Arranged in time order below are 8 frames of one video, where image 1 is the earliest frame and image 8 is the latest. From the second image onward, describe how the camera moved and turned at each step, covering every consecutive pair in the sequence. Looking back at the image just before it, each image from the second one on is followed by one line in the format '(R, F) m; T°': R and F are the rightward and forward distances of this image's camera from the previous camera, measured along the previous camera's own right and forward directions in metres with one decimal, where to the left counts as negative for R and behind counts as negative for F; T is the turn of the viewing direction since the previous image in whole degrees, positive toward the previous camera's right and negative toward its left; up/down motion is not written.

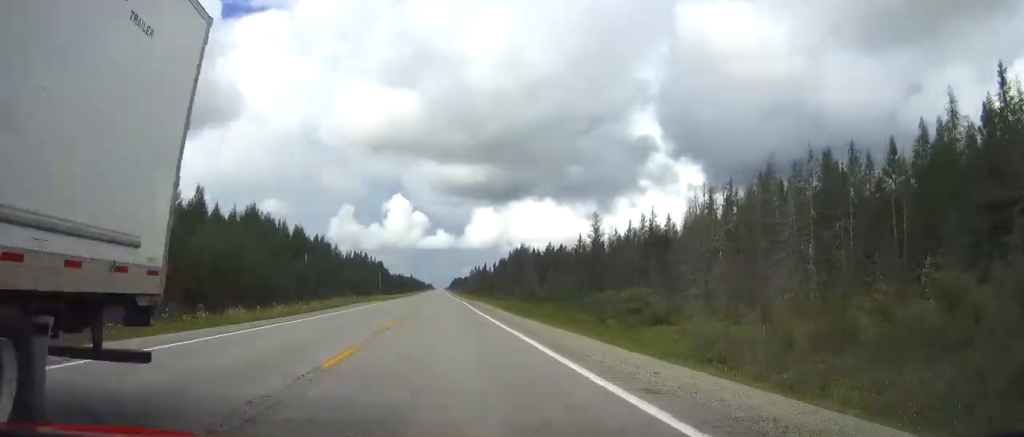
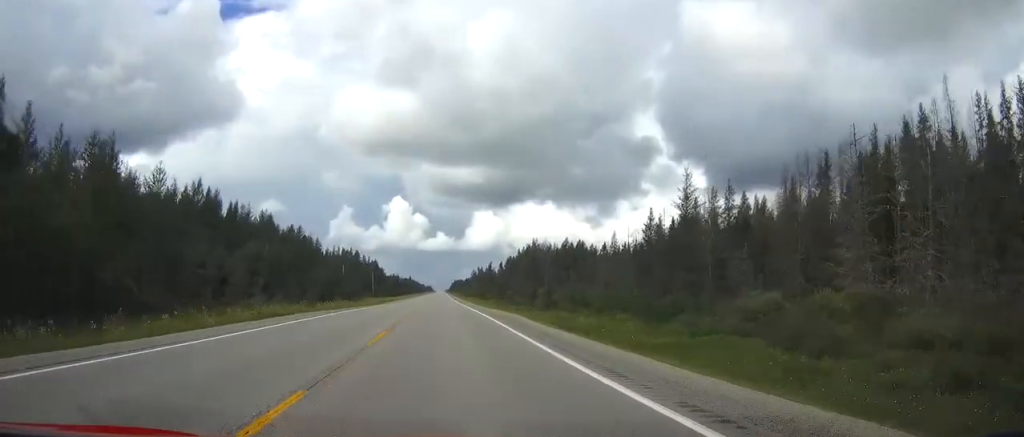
(0.0, +33.9) m; 0°
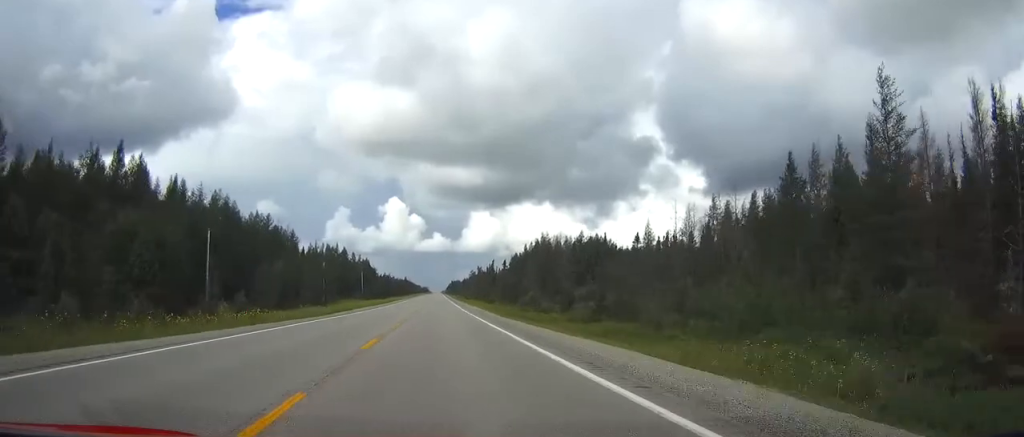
(0.0, +28.7) m; 0°
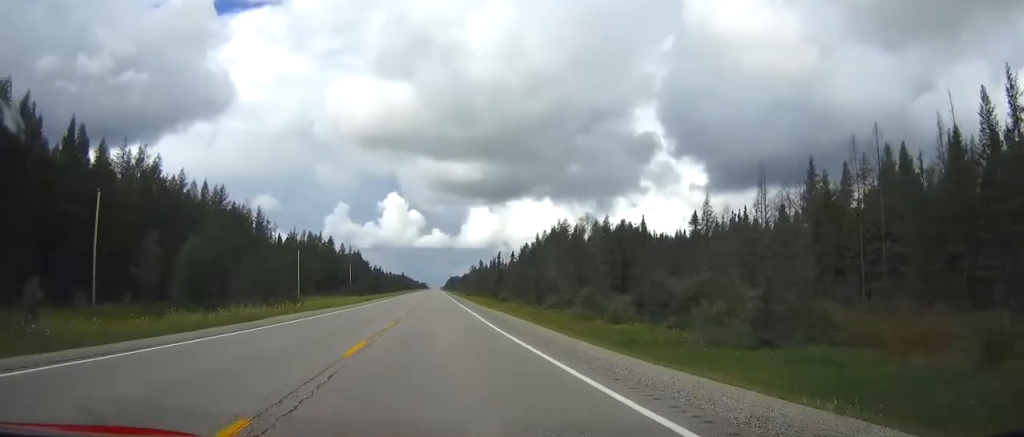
(0.0, +30.7) m; 0°
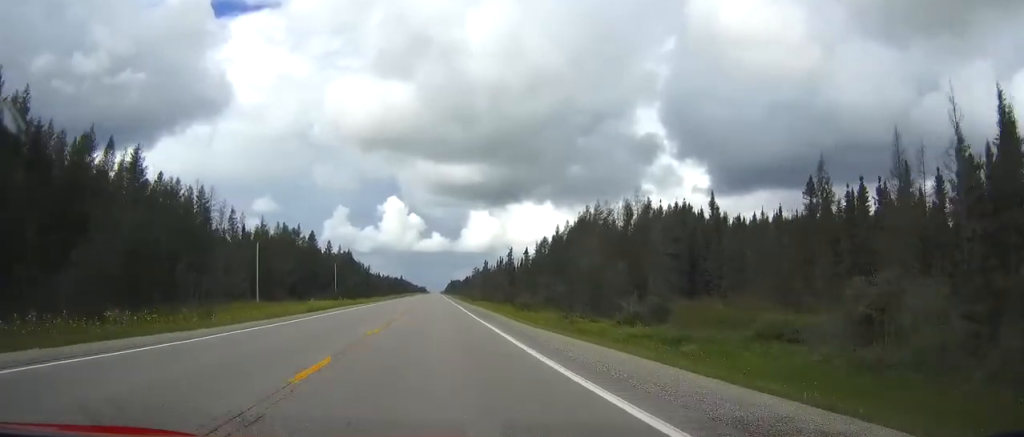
(0.0, +33.7) m; 0°
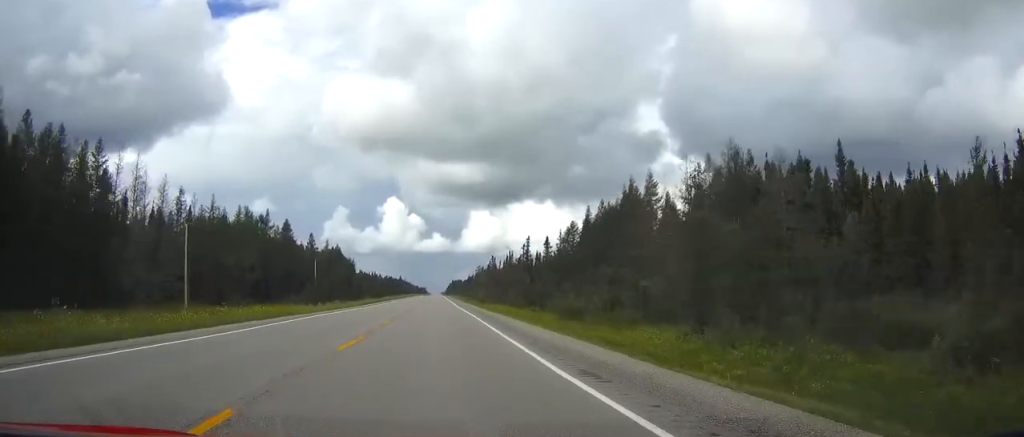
(0.0, +33.6) m; 0°
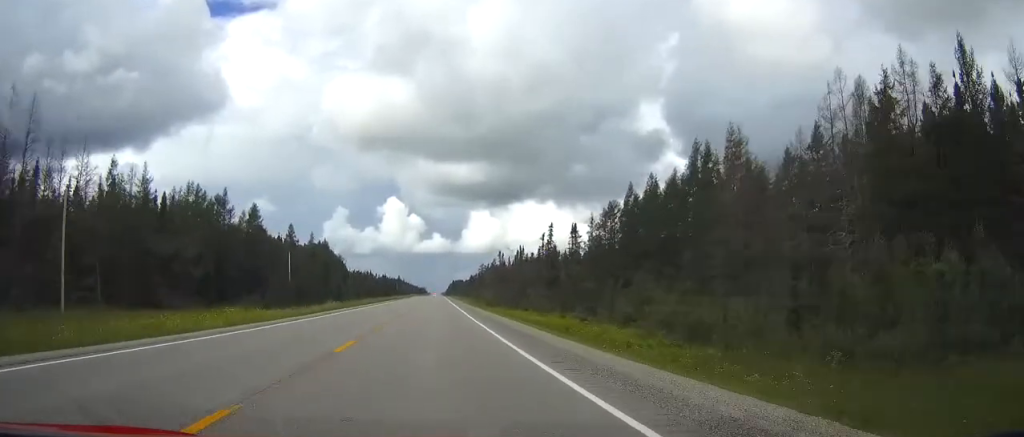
(0.0, +29.4) m; 0°
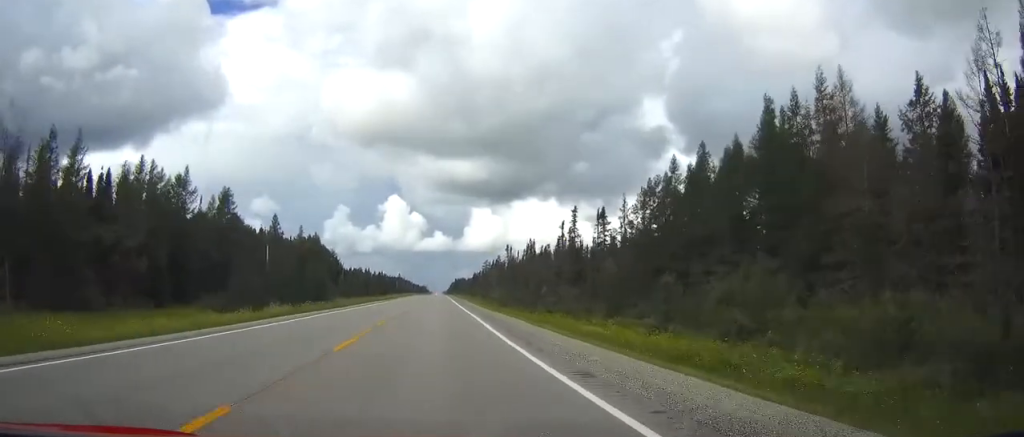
(0.0, +19.2) m; 0°
